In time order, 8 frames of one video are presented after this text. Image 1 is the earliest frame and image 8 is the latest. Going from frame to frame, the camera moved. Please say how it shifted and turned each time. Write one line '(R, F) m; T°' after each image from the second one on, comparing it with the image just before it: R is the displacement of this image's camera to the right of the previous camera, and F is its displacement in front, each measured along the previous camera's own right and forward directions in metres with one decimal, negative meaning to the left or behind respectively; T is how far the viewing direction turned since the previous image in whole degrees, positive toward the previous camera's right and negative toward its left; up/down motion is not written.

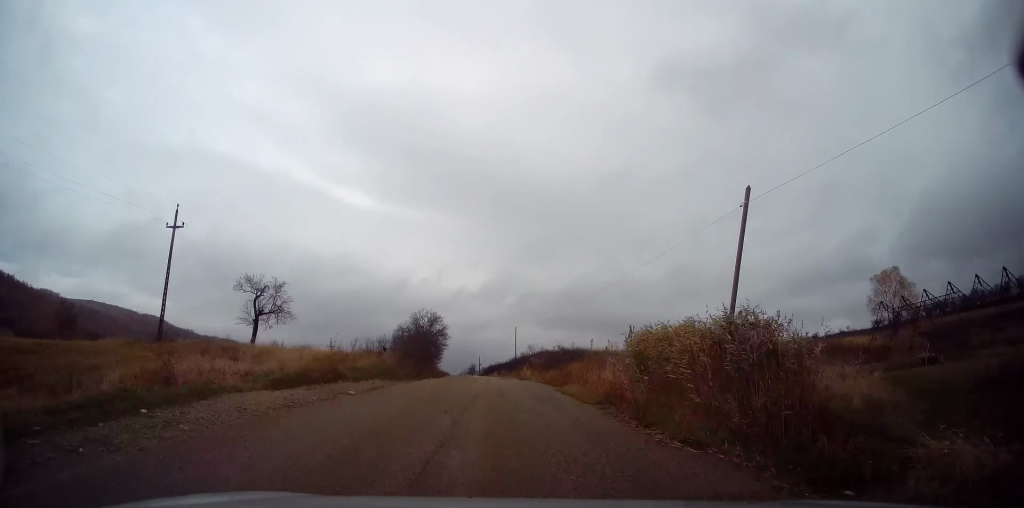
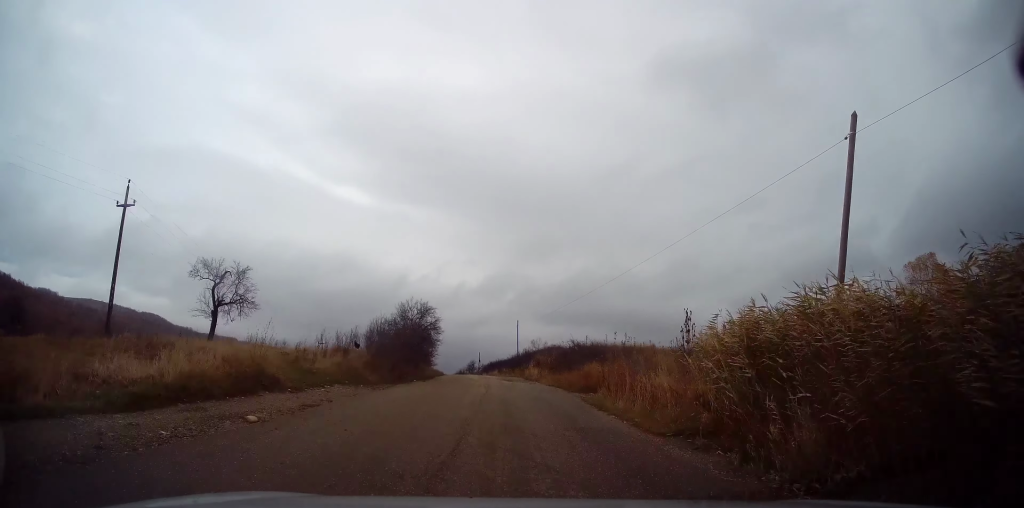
(+0.1, +6.0) m; 0°
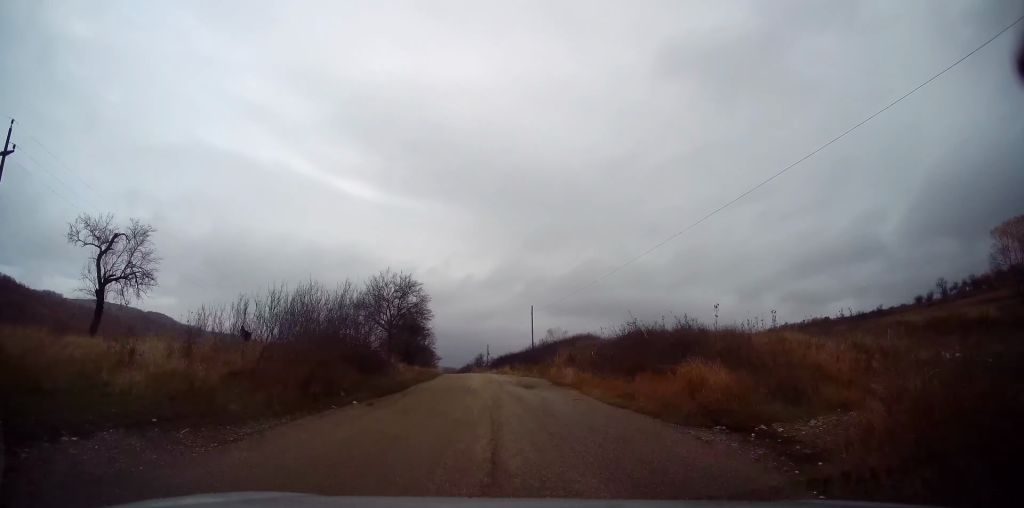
(-0.1, +11.5) m; -2°
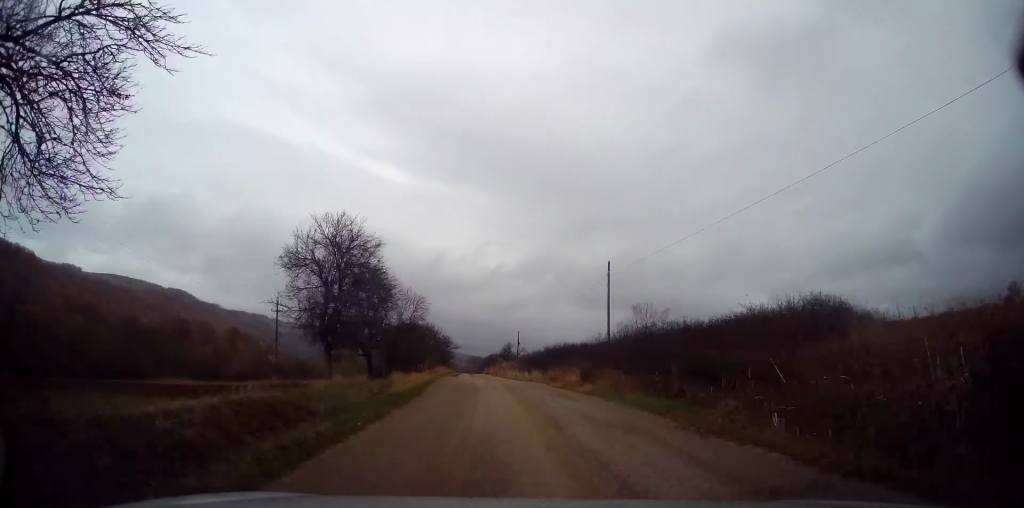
(-0.7, +27.4) m; -1°
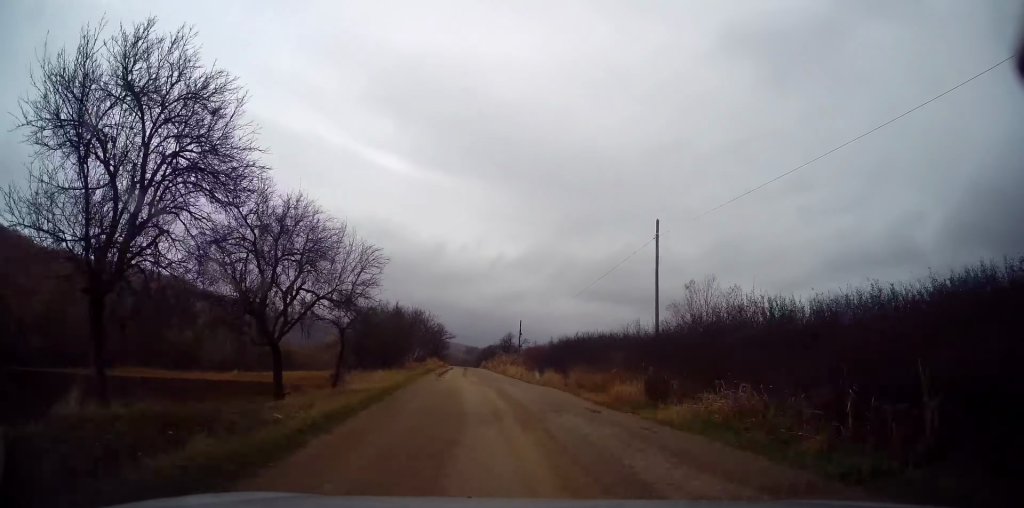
(+0.1, +10.3) m; 0°
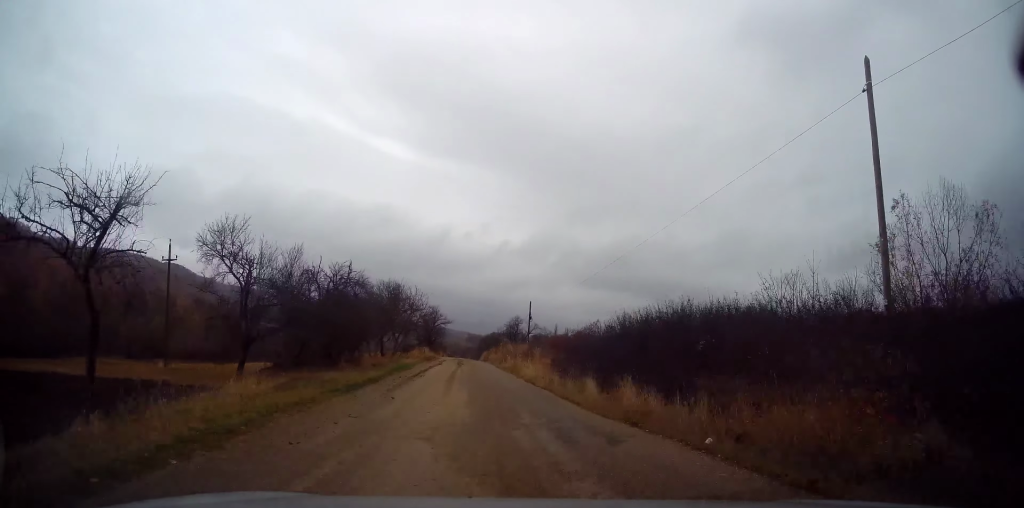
(-0.2, +15.0) m; -1°
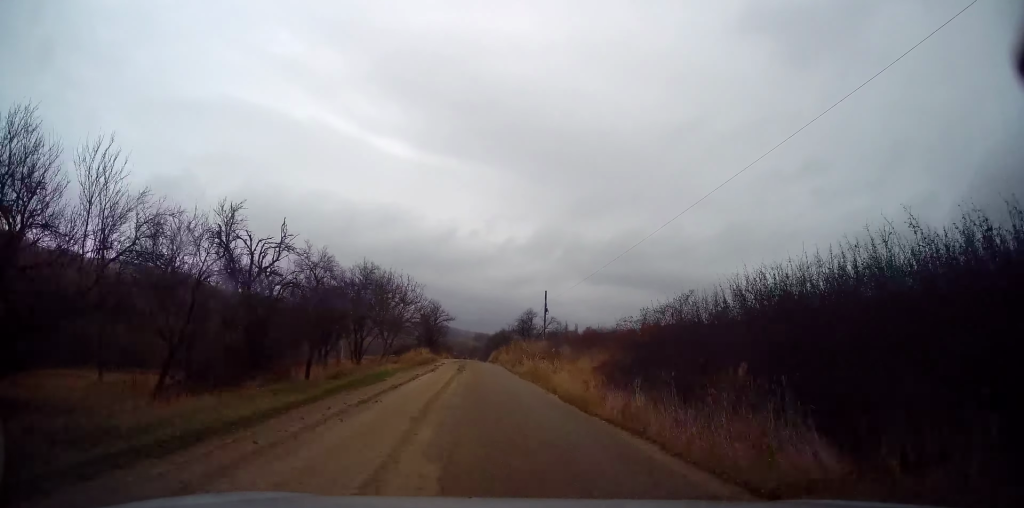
(+0.1, +9.7) m; -1°
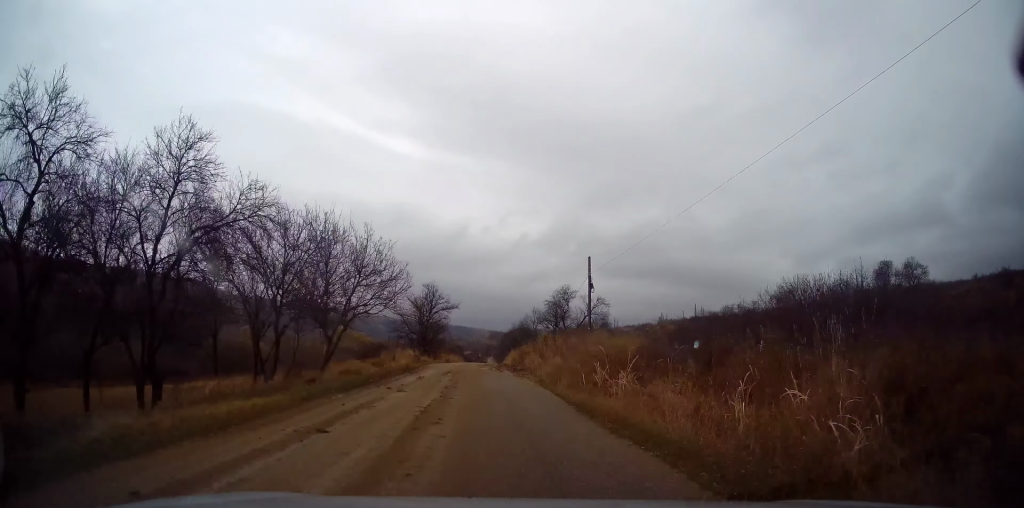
(-0.5, +18.8) m; -3°
